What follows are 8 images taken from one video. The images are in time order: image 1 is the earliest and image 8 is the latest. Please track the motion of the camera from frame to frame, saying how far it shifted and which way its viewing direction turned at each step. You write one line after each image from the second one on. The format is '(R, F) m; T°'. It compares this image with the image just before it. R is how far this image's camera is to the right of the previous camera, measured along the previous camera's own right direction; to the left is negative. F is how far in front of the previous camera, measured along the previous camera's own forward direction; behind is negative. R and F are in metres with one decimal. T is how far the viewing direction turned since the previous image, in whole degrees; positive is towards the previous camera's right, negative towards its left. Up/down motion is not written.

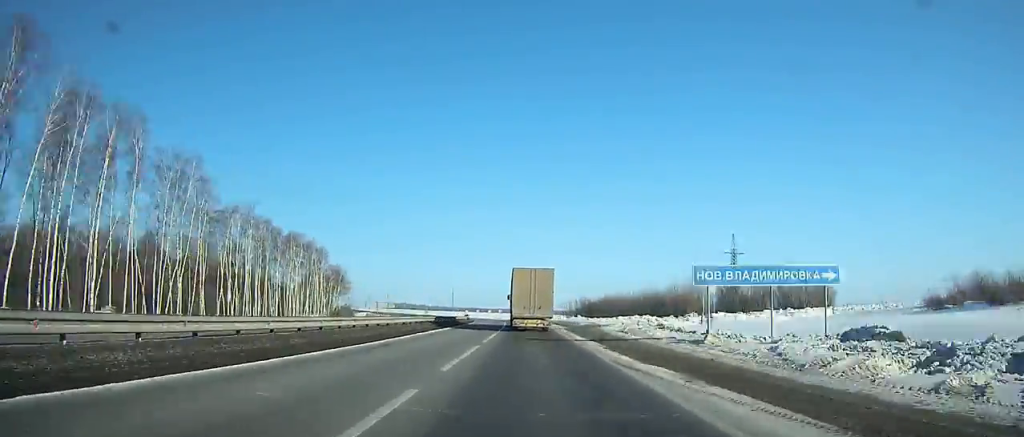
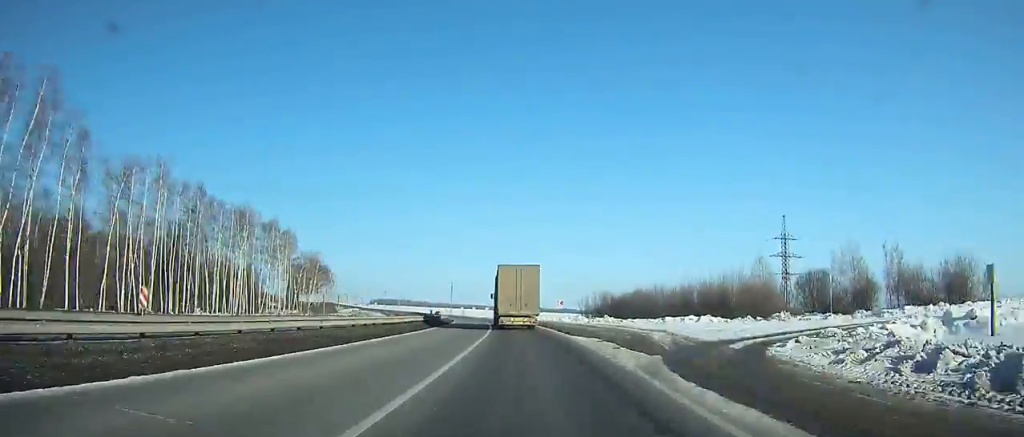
(-0.2, +31.9) m; -1°
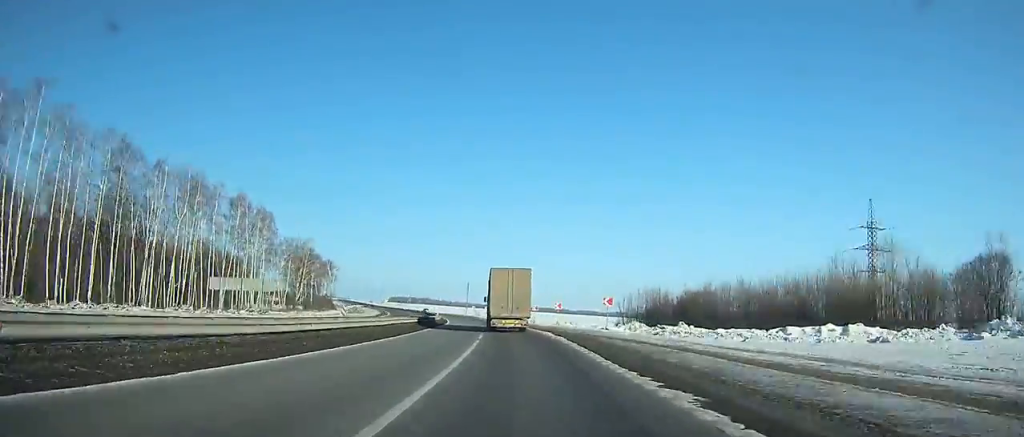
(0.0, +29.9) m; -2°
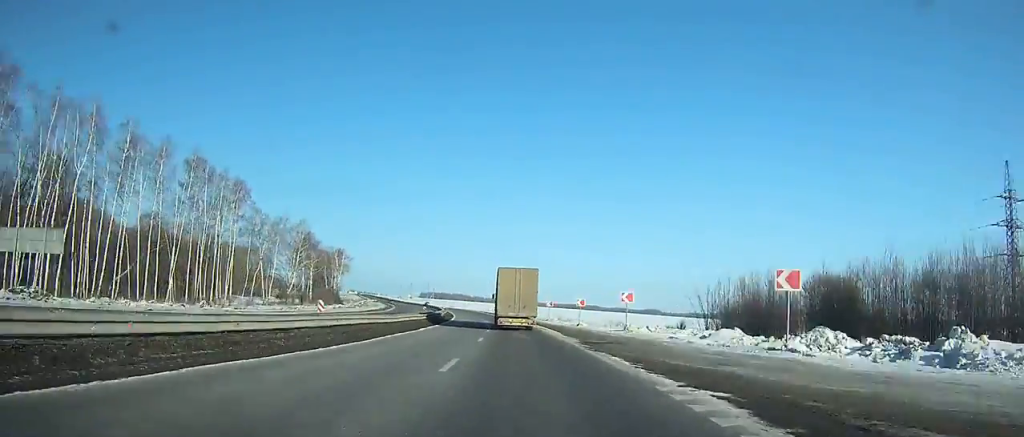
(-0.3, +30.3) m; -3°
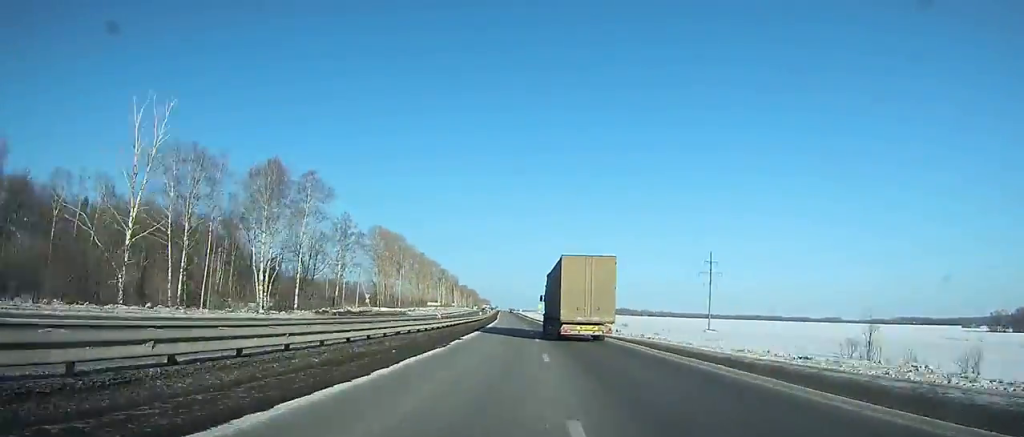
(-24.1, +163.2) m; -15°
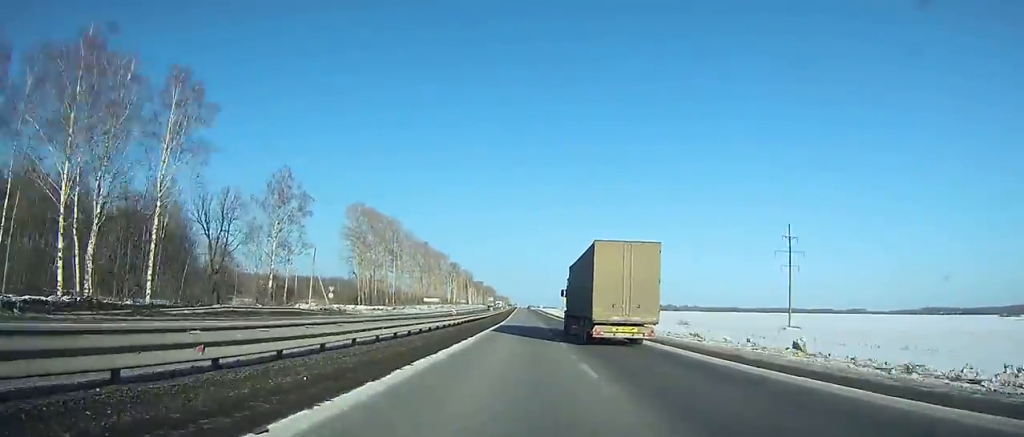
(-0.9, +40.3) m; -2°
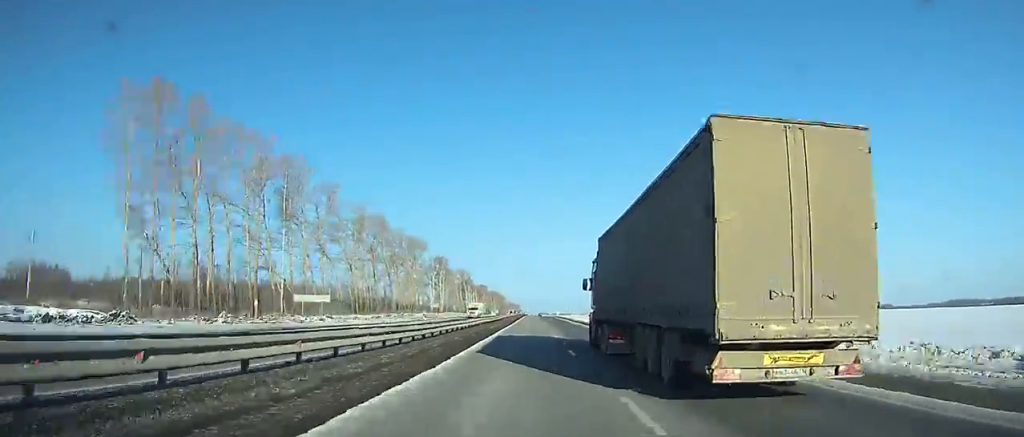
(-0.9, +90.1) m; 0°
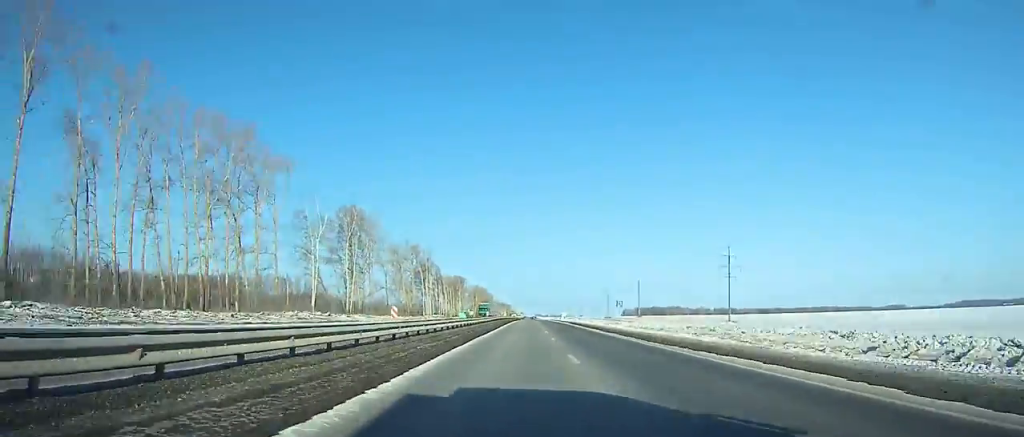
(+0.5, +124.2) m; +1°
